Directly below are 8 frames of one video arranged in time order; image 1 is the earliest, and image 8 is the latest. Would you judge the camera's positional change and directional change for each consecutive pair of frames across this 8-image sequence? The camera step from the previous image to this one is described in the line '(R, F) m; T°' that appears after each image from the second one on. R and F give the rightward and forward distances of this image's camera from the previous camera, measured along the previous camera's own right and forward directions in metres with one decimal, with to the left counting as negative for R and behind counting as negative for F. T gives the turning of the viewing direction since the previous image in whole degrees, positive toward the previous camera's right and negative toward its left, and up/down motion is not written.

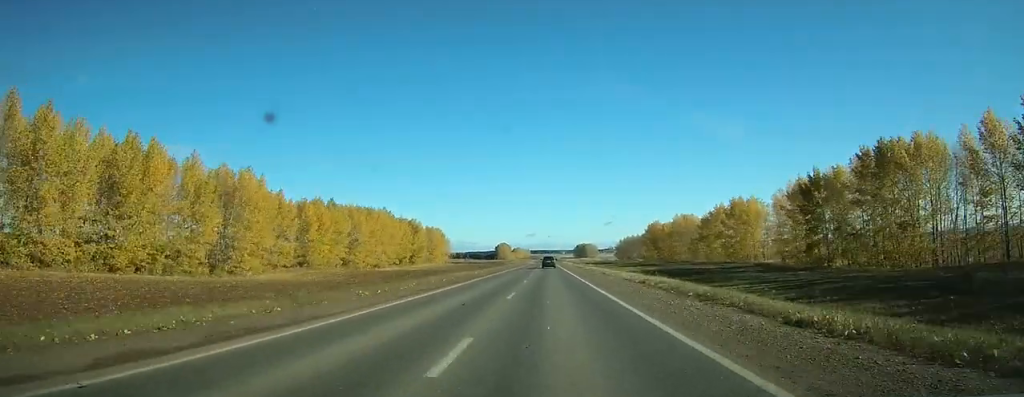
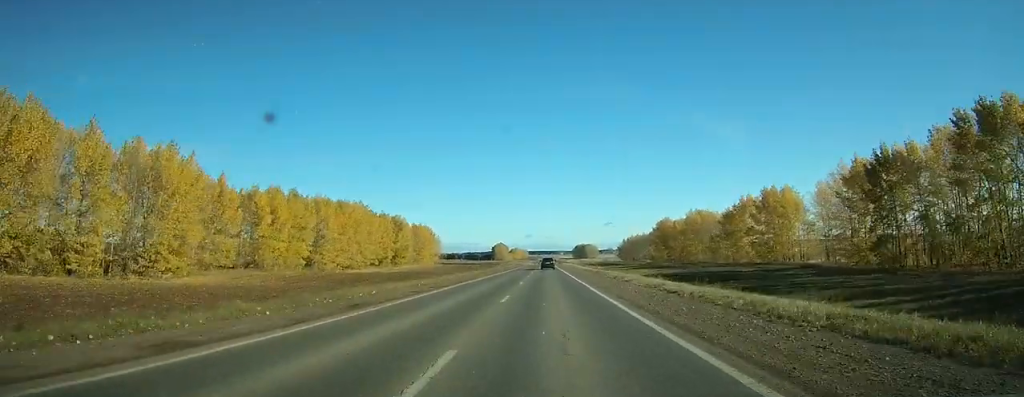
(0.0, +25.0) m; 0°
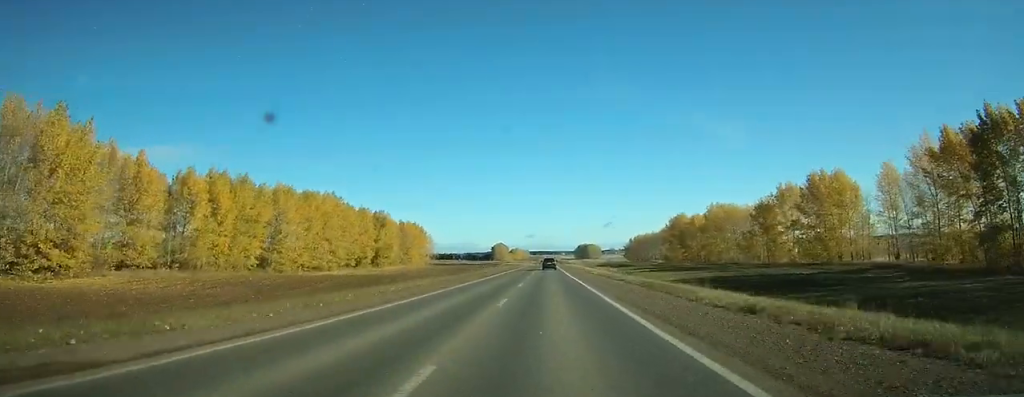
(0.0, +25.0) m; 0°
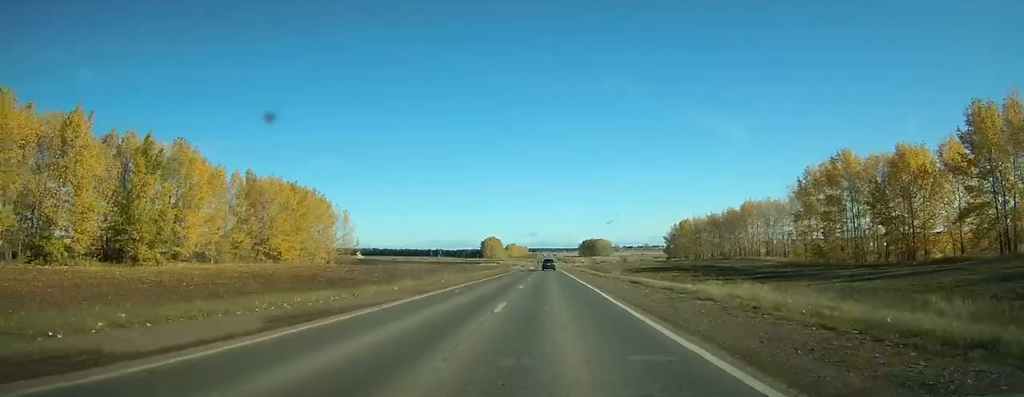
(+0.5, +120.6) m; 0°
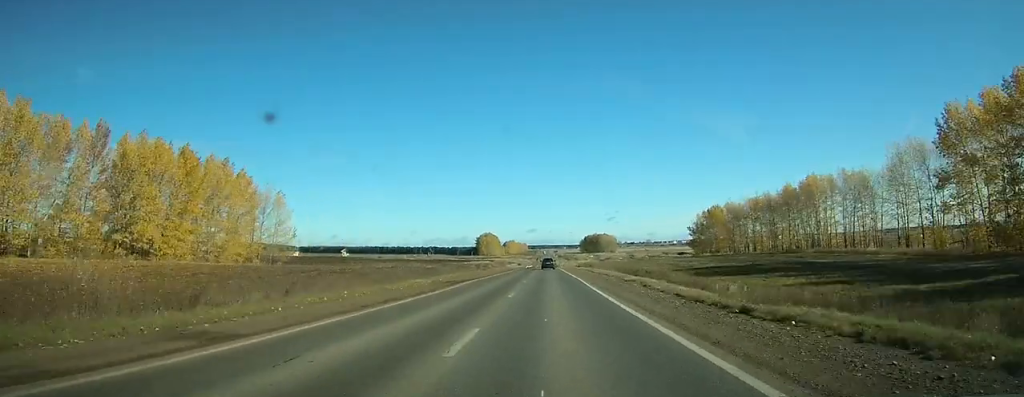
(0.0, +42.2) m; 0°
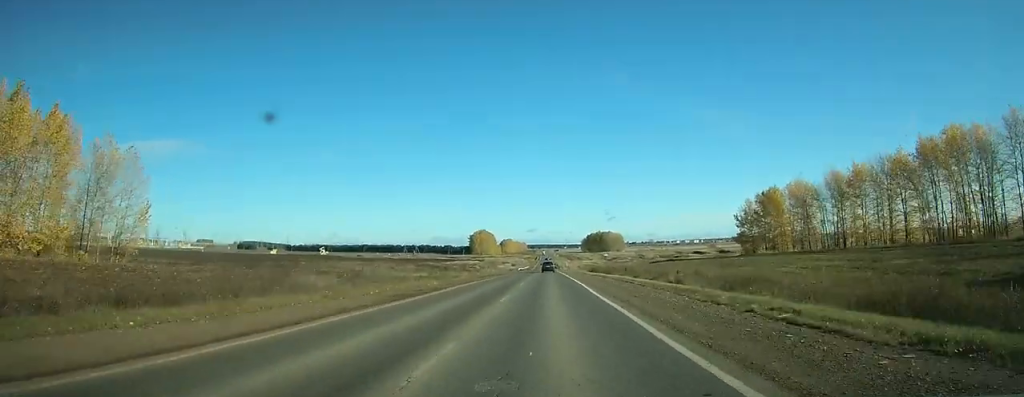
(+0.3, +49.2) m; +1°
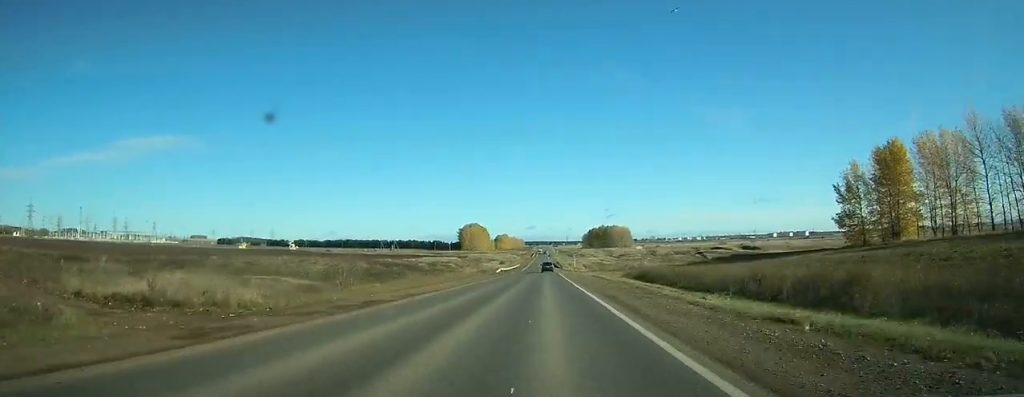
(+0.3, +54.4) m; 0°
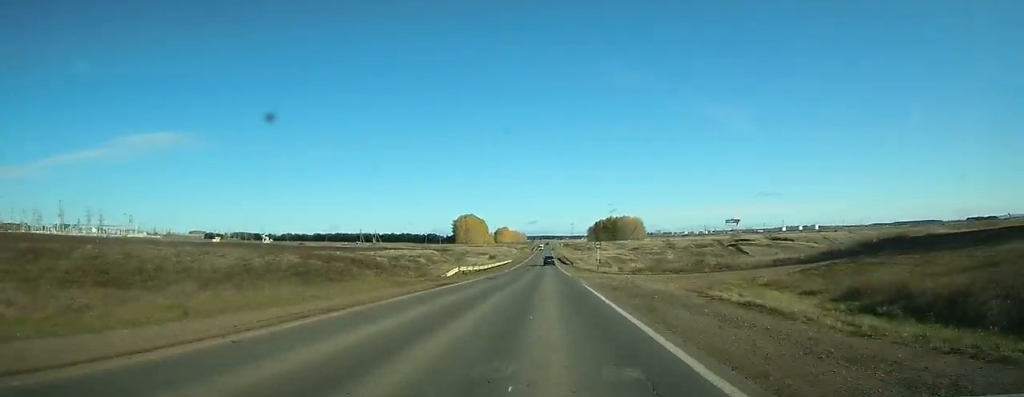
(-0.4, +46.2) m; 0°
